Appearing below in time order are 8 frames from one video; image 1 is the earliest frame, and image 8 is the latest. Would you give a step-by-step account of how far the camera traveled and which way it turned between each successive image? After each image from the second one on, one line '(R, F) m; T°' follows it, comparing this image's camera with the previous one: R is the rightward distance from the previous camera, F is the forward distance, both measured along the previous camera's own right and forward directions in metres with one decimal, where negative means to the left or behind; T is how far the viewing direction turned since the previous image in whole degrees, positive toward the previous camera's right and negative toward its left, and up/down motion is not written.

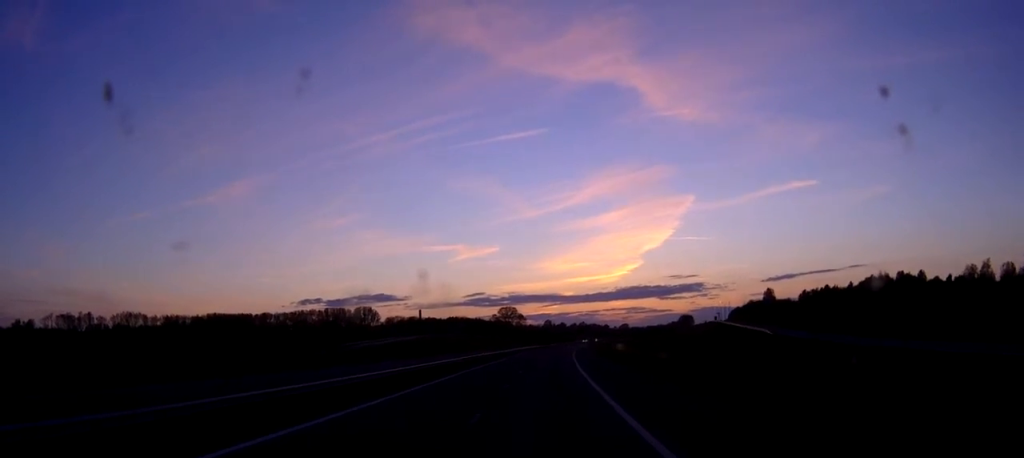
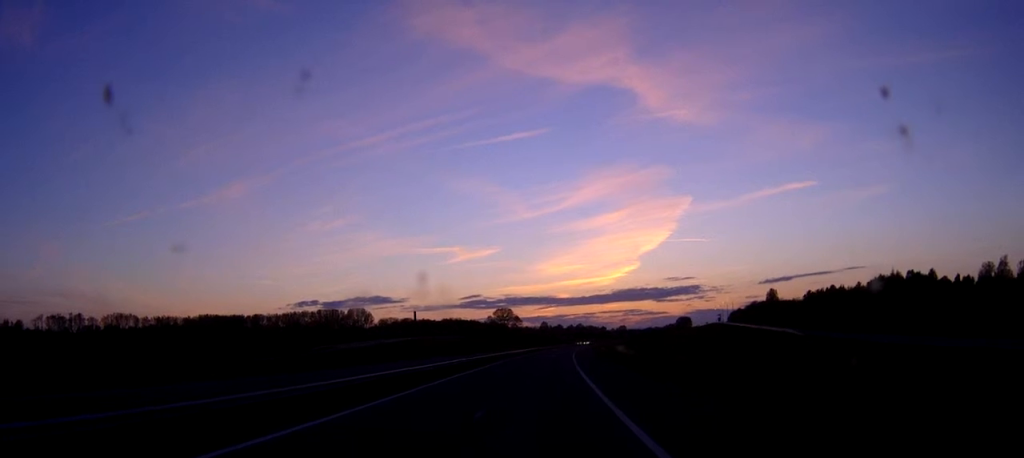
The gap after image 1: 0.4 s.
(0.0, +10.9) m; 0°
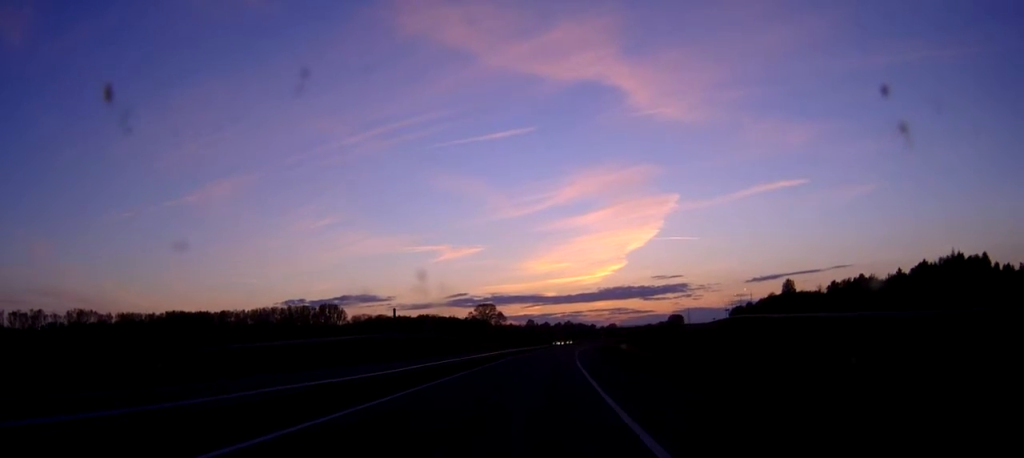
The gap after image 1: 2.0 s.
(+0.4, +44.7) m; 0°
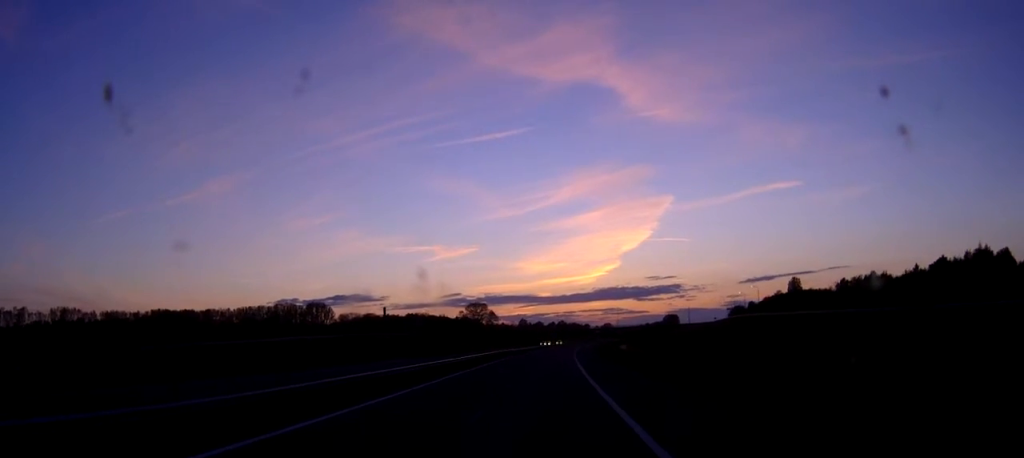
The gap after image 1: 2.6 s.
(0.0, +16.4) m; 0°
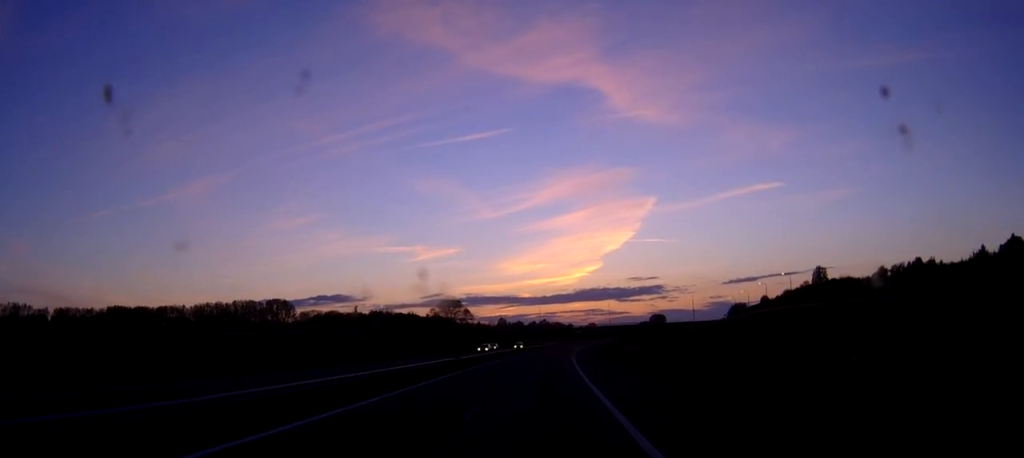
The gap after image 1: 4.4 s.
(+0.5, +48.2) m; +1°
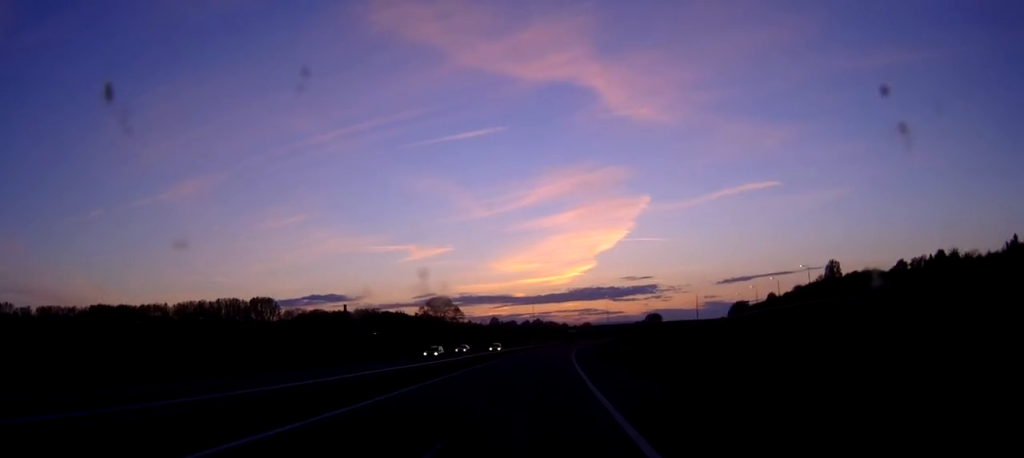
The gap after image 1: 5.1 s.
(+0.1, +18.2) m; +1°
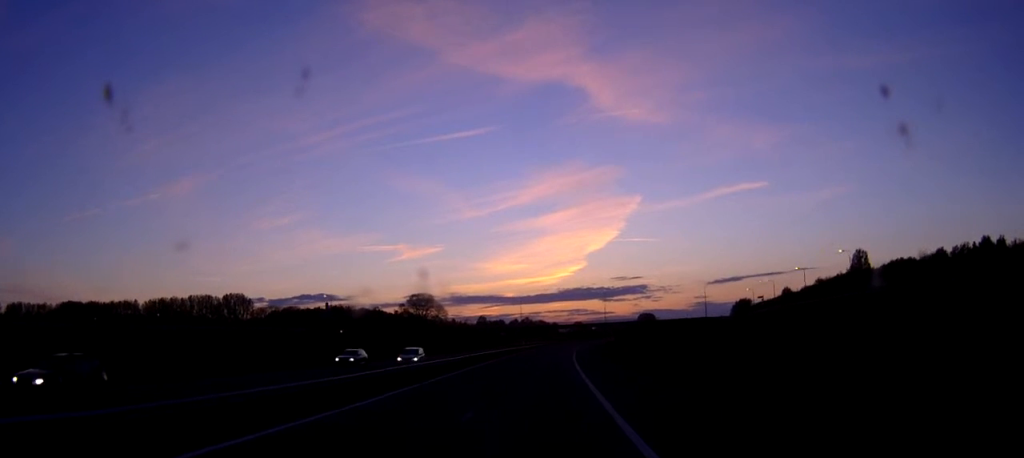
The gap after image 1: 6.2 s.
(+0.2, +30.1) m; +1°
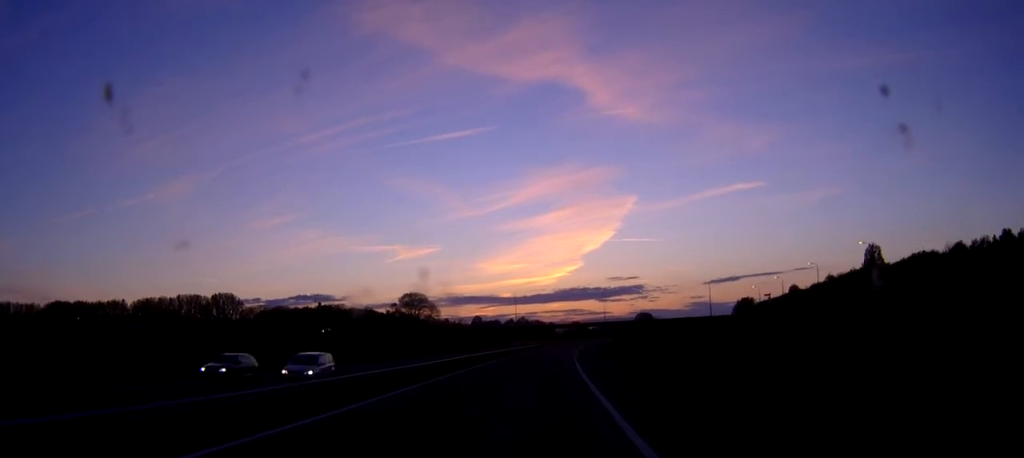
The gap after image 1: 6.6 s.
(0.0, +11.9) m; 0°
